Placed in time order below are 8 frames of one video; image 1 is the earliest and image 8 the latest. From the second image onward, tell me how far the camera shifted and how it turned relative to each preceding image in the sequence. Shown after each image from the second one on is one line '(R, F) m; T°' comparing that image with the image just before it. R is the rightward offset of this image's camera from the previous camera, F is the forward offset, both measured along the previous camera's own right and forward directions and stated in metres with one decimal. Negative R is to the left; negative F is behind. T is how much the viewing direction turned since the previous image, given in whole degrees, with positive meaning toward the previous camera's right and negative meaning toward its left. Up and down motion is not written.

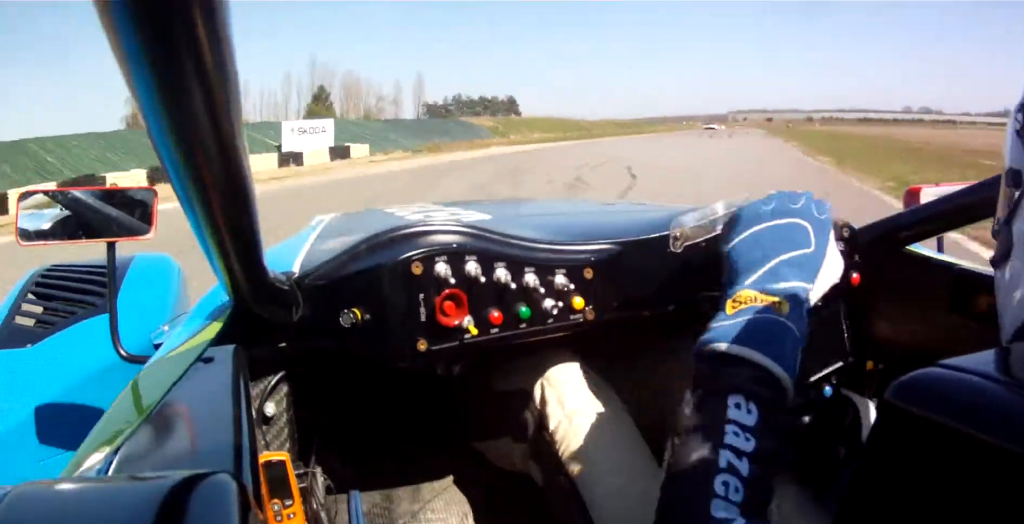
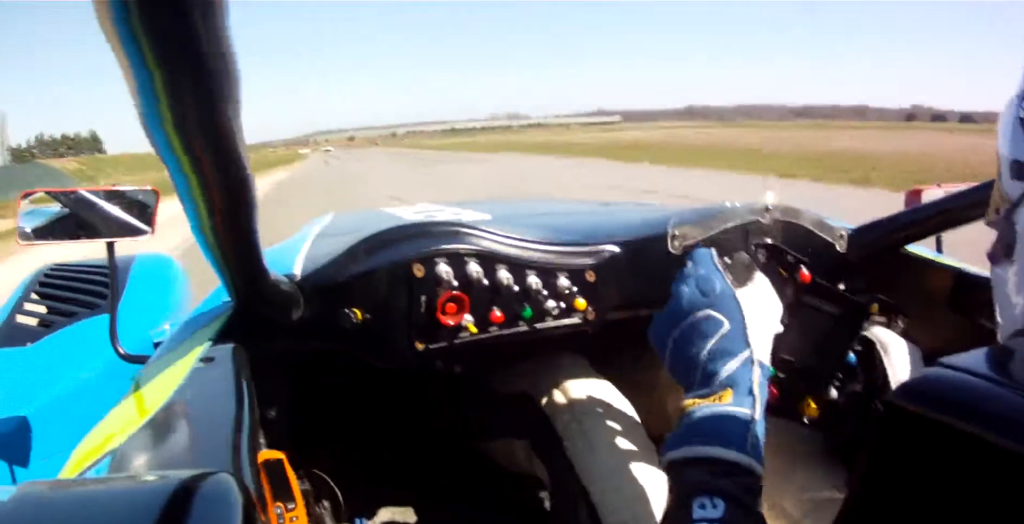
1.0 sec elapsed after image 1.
(+8.2, +23.8) m; +30°
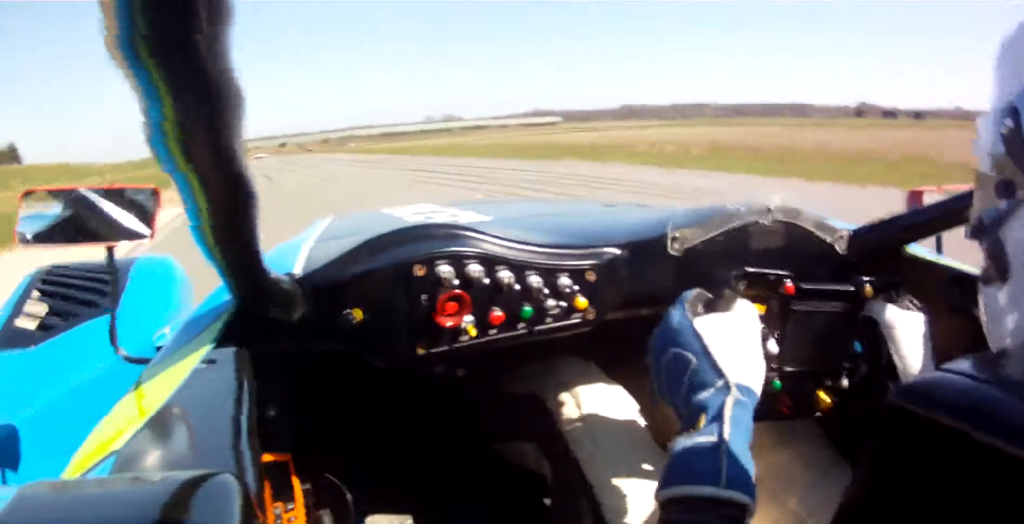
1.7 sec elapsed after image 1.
(+2.8, +18.7) m; +10°
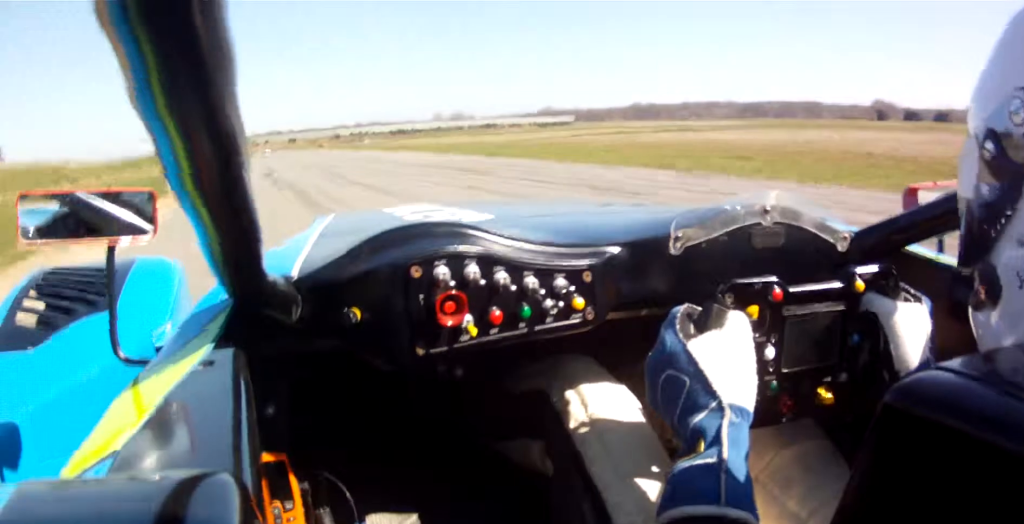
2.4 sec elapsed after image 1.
(+1.0, +23.5) m; +2°
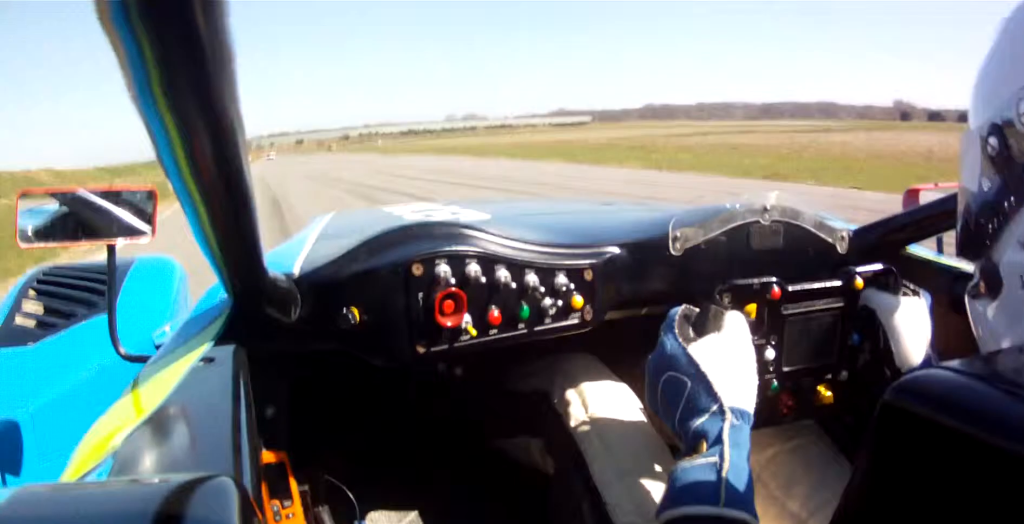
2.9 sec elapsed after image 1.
(0.0, +19.6) m; 0°
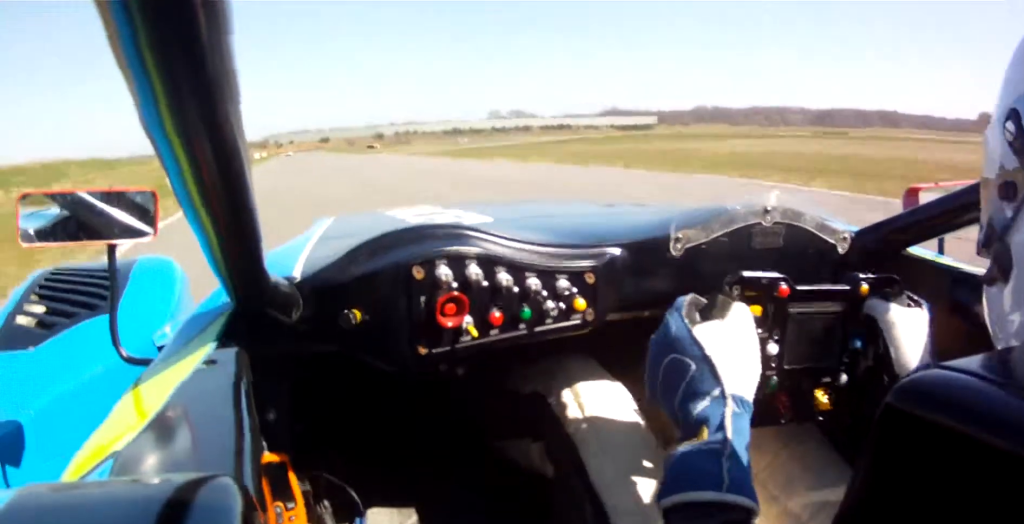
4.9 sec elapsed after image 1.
(-0.6, +85.6) m; -1°
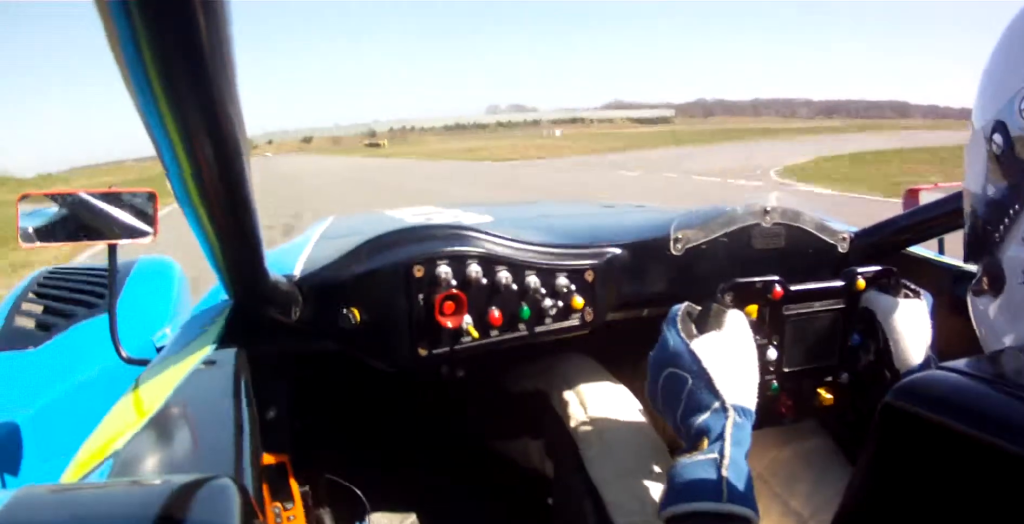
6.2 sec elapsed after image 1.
(-1.1, +59.3) m; 0°
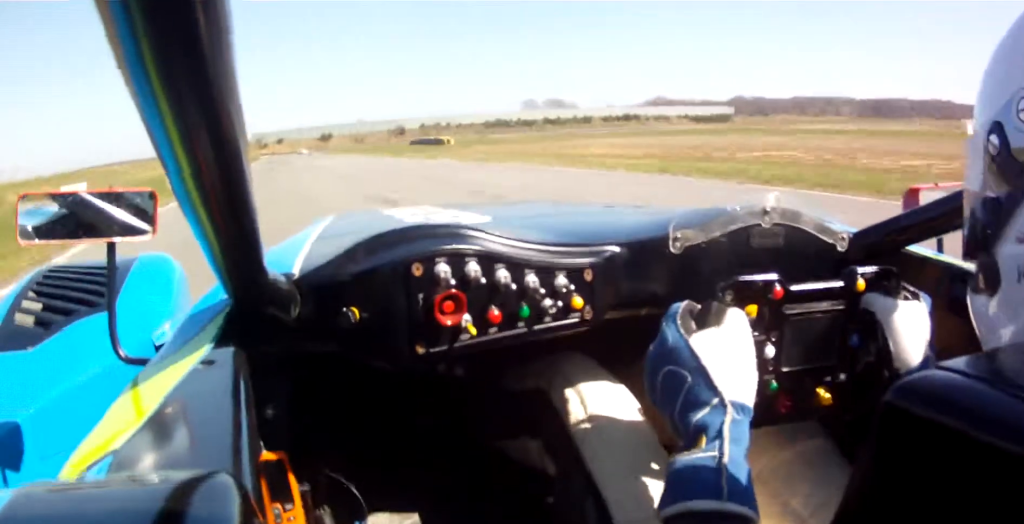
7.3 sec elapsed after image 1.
(+1.2, +55.7) m; 0°
